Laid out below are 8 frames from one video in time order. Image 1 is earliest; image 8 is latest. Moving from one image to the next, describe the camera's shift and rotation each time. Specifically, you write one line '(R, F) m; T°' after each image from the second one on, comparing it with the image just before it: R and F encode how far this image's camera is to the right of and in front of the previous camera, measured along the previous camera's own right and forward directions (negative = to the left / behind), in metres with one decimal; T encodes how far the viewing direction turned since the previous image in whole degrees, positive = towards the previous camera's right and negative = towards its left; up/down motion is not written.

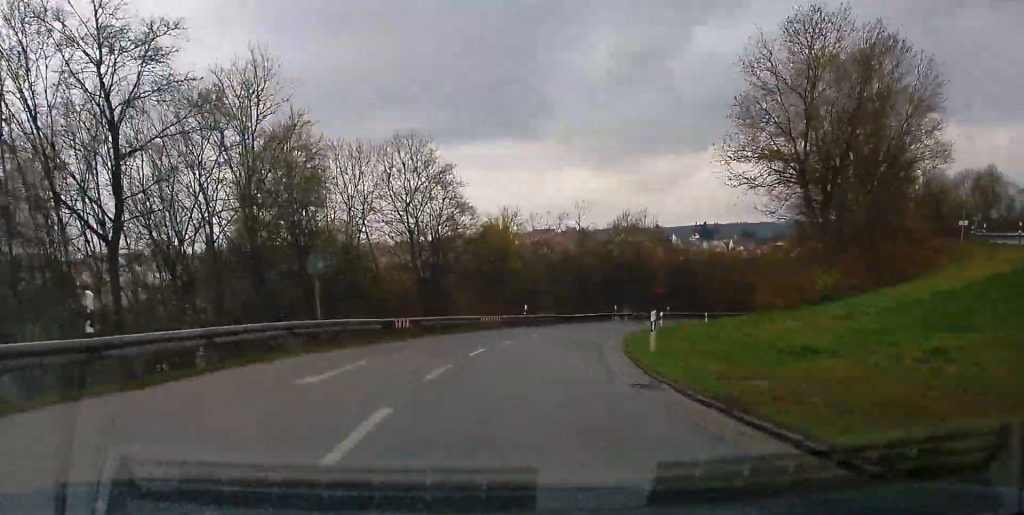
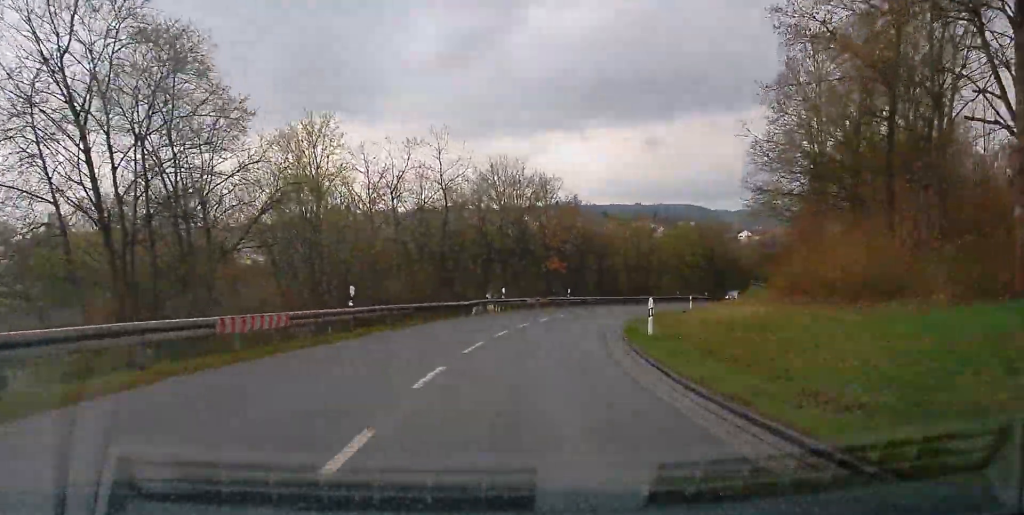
(-0.5, +26.5) m; +13°
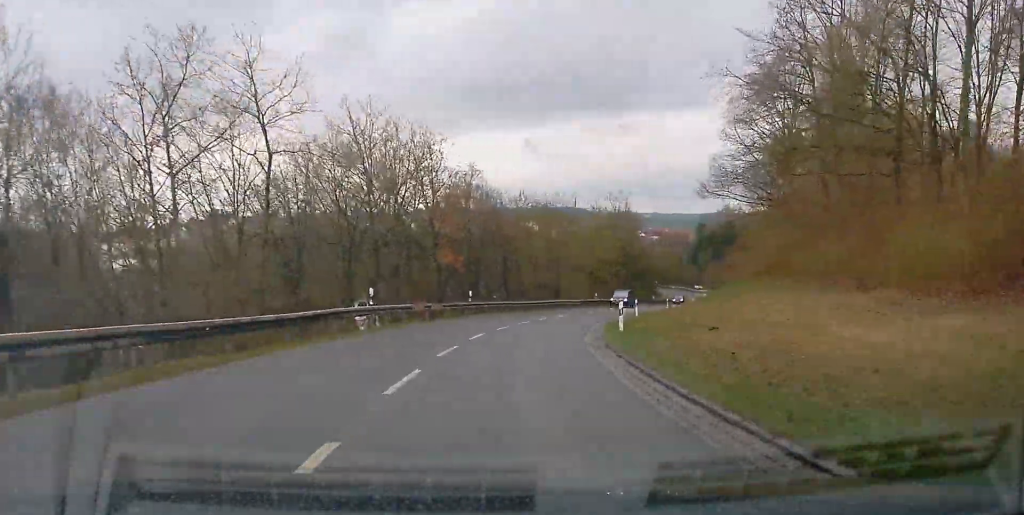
(+4.2, +17.3) m; +9°
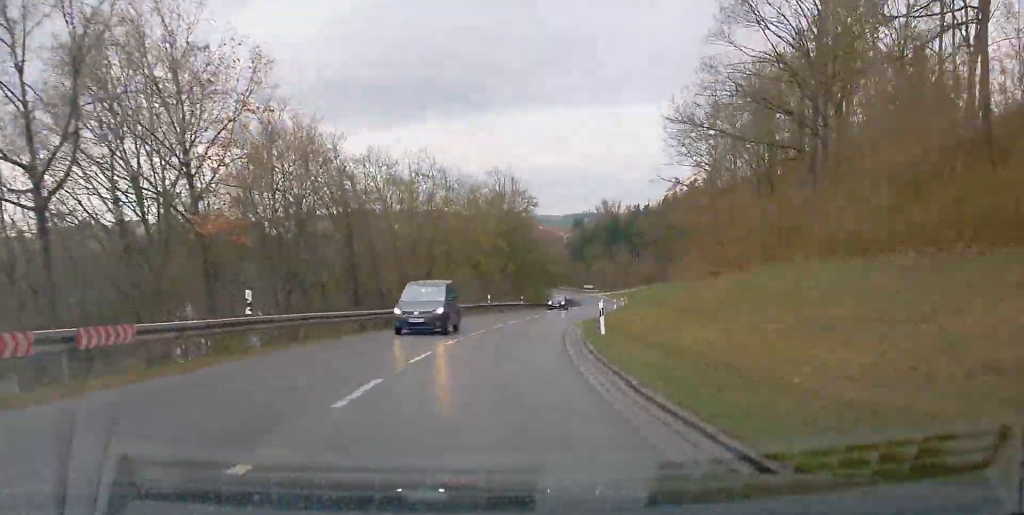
(+3.1, +23.8) m; +9°
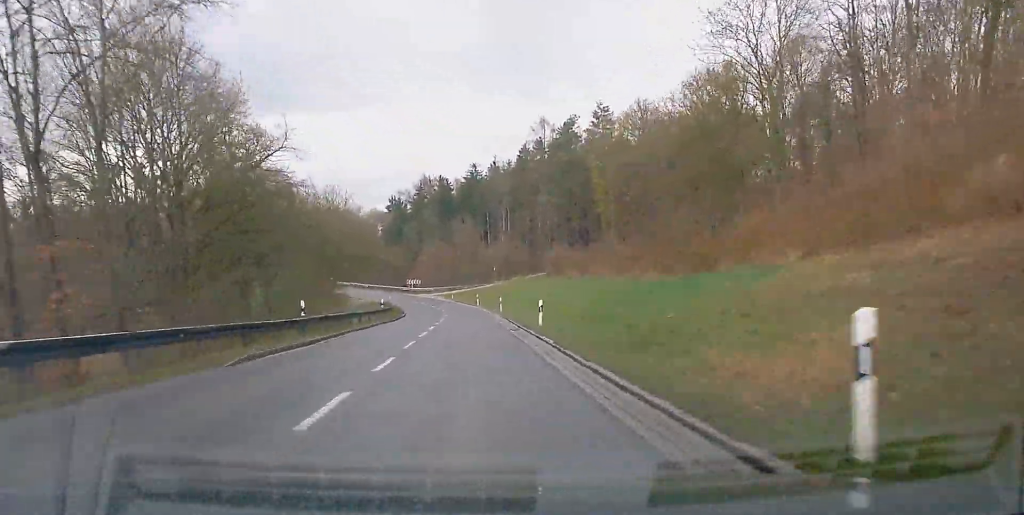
(+3.5, +67.4) m; +5°
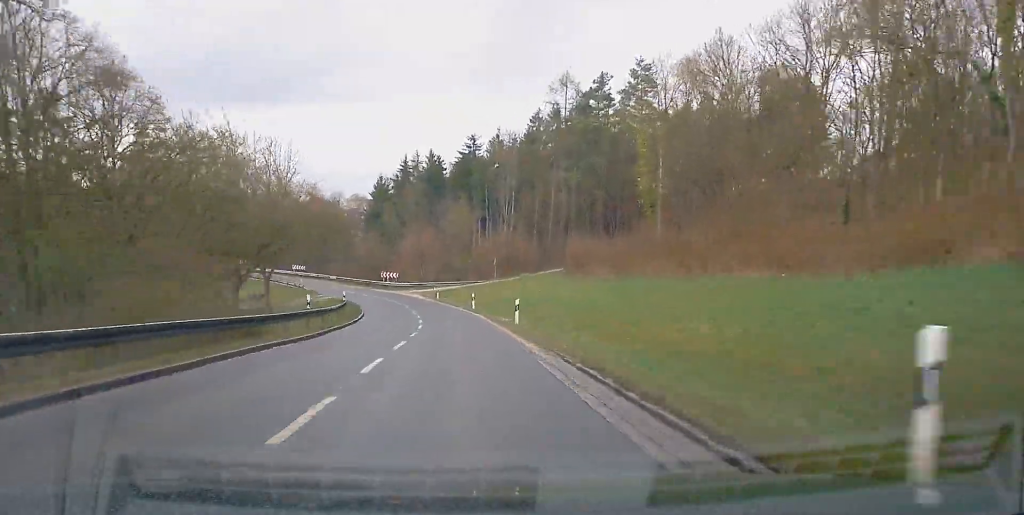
(+0.2, +24.1) m; -2°
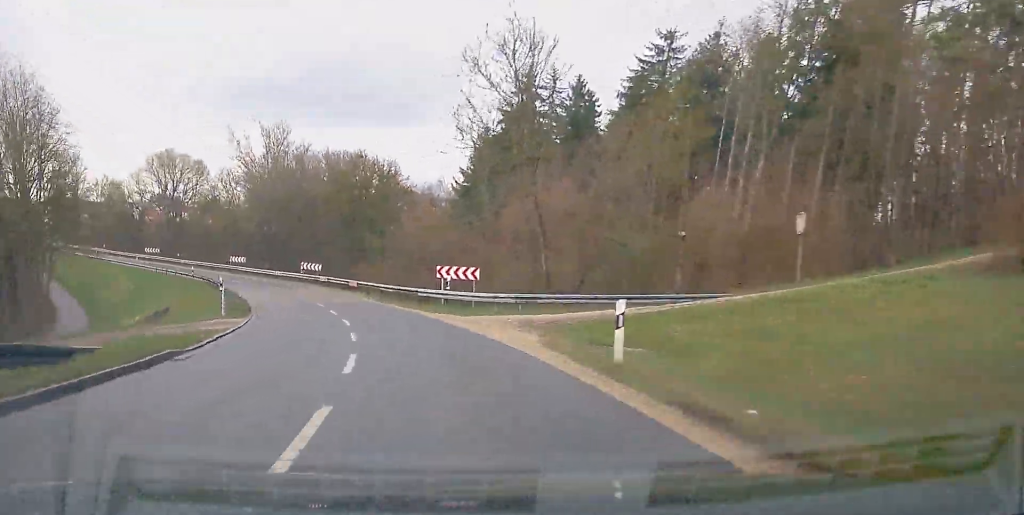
(-3.5, +54.9) m; -12°
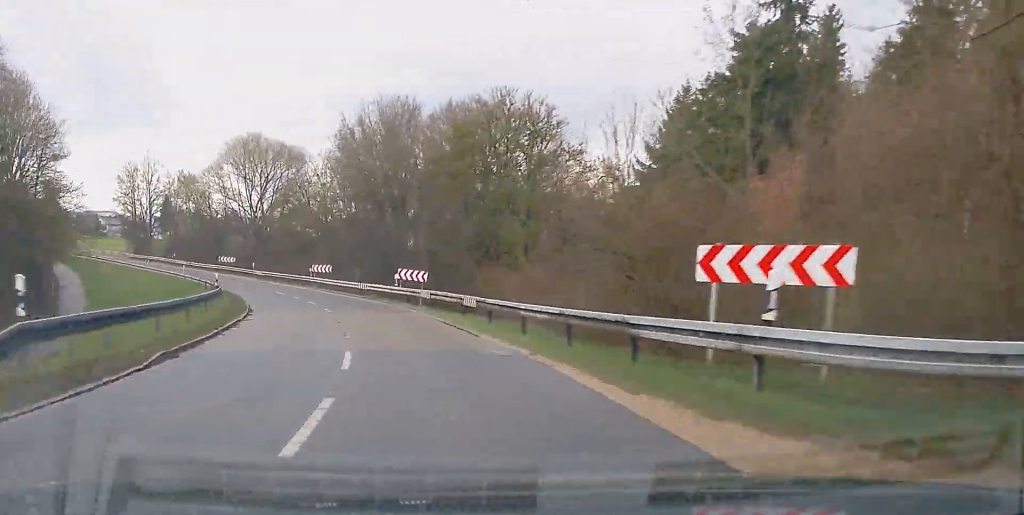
(-2.0, +24.5) m; -9°
